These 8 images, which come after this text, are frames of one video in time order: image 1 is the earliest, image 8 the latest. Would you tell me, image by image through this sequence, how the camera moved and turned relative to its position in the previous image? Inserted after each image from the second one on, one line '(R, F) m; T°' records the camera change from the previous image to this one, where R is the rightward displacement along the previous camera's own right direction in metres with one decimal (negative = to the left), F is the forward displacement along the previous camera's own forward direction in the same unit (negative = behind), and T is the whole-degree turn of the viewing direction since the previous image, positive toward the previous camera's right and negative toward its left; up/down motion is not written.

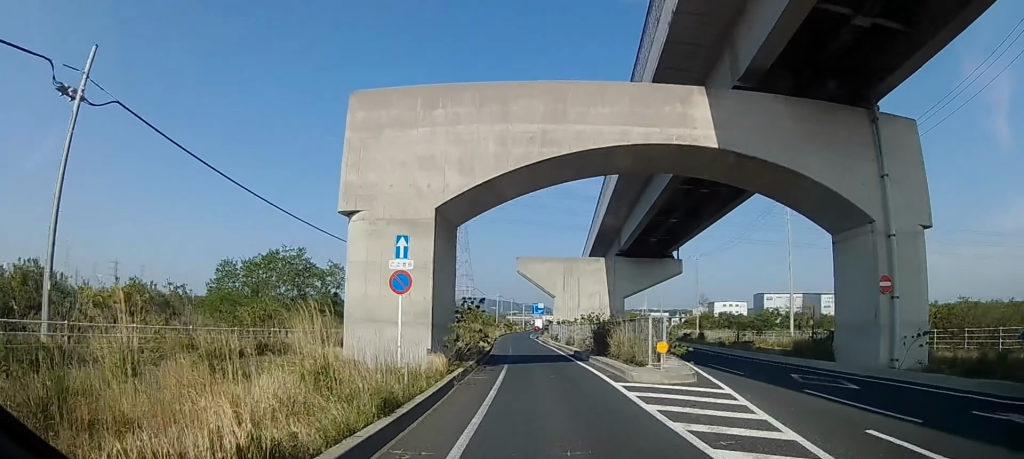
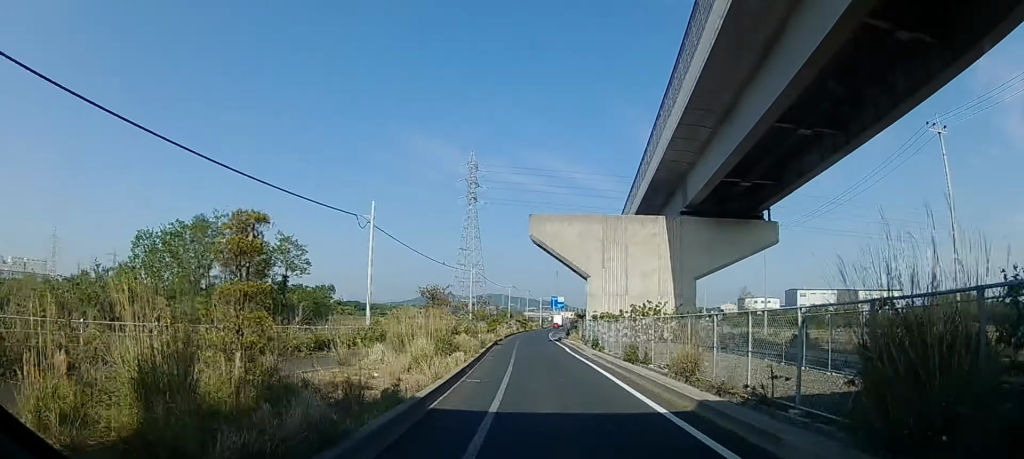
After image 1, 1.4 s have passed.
(0.0, +21.7) m; 0°
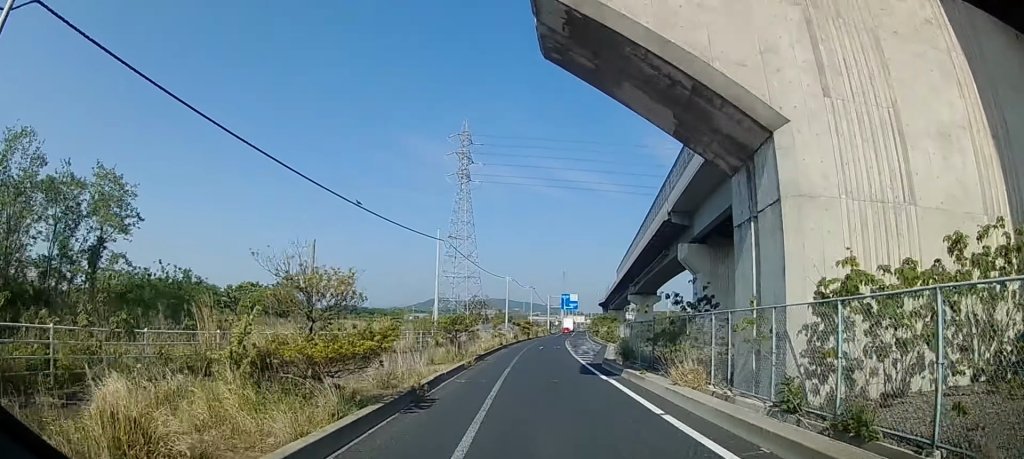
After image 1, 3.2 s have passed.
(-0.1, +28.8) m; -2°
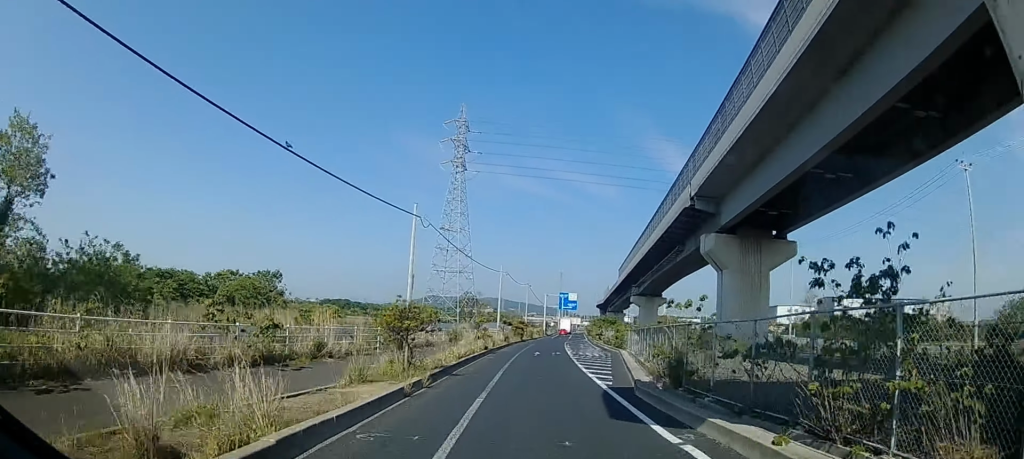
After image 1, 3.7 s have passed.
(-0.3, +8.4) m; -1°
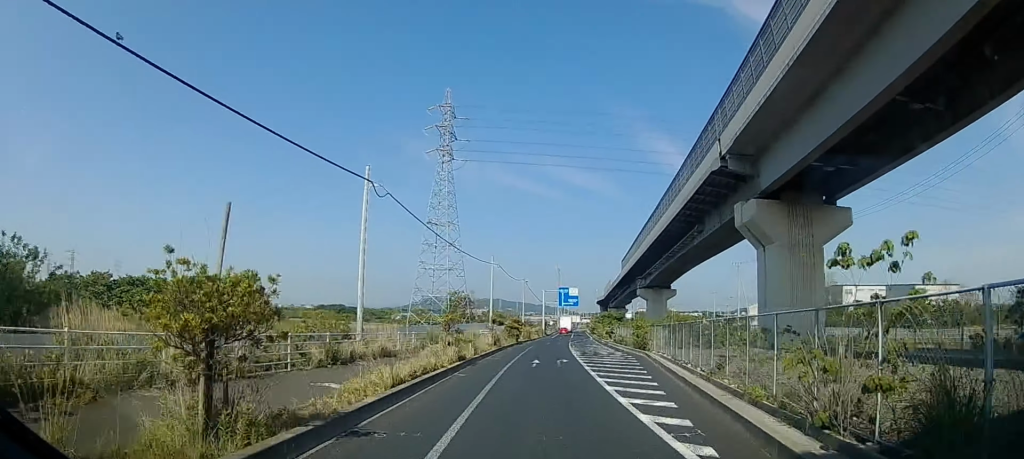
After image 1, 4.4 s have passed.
(-0.1, +10.0) m; 0°
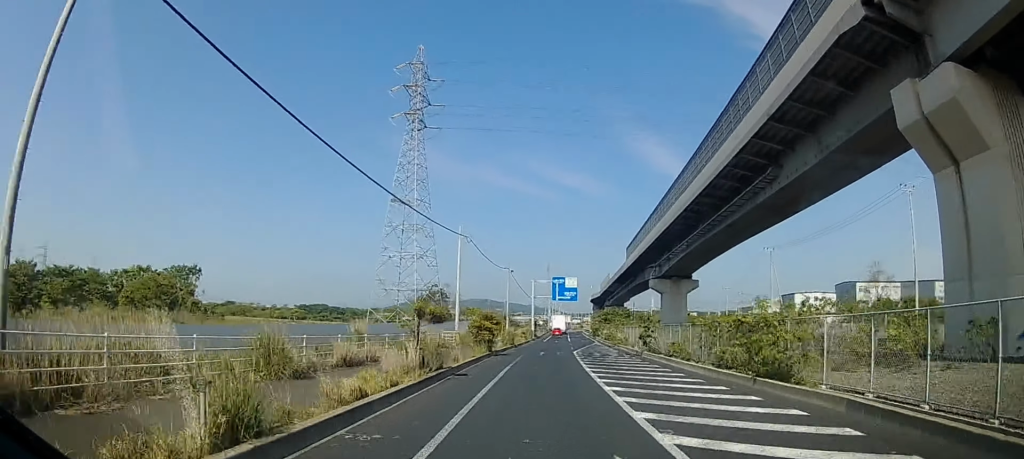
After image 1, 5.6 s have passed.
(+0.4, +19.8) m; +3°
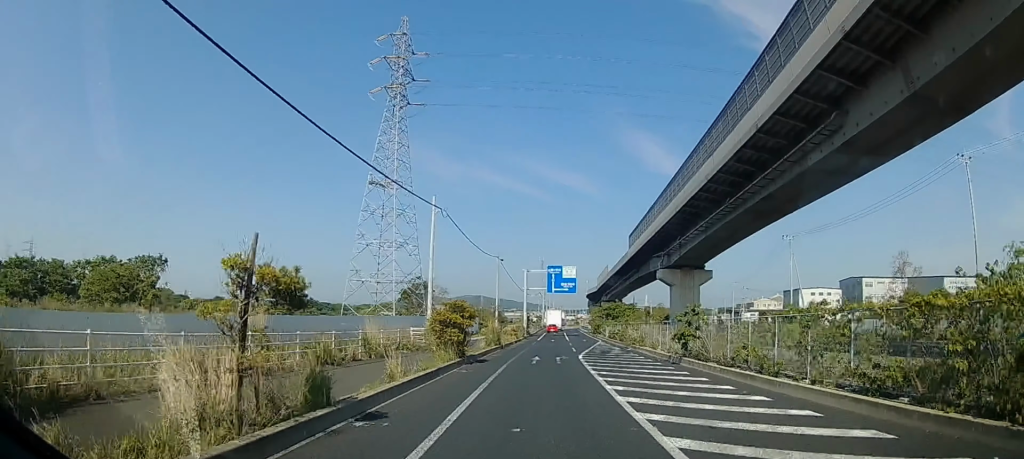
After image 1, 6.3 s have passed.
(+0.2, +9.8) m; +1°
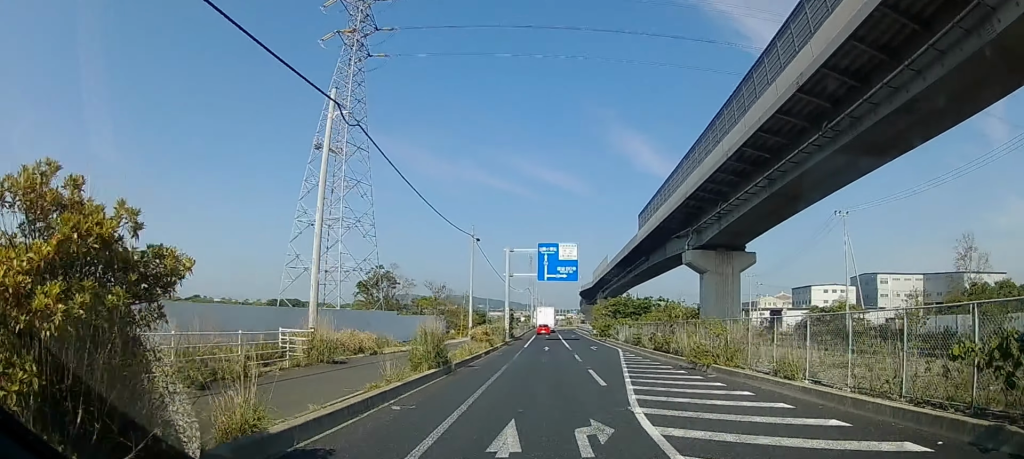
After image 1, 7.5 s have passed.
(0.0, +18.0) m; 0°
